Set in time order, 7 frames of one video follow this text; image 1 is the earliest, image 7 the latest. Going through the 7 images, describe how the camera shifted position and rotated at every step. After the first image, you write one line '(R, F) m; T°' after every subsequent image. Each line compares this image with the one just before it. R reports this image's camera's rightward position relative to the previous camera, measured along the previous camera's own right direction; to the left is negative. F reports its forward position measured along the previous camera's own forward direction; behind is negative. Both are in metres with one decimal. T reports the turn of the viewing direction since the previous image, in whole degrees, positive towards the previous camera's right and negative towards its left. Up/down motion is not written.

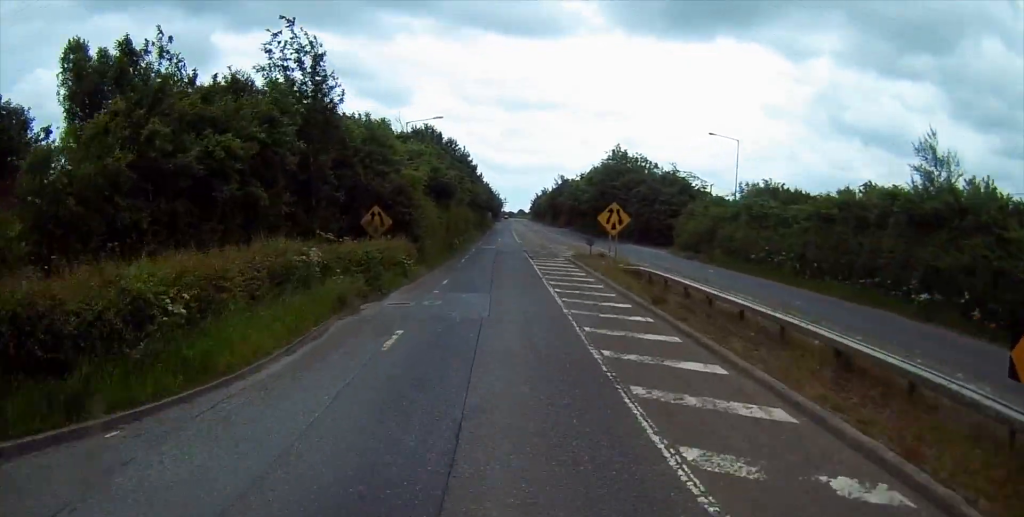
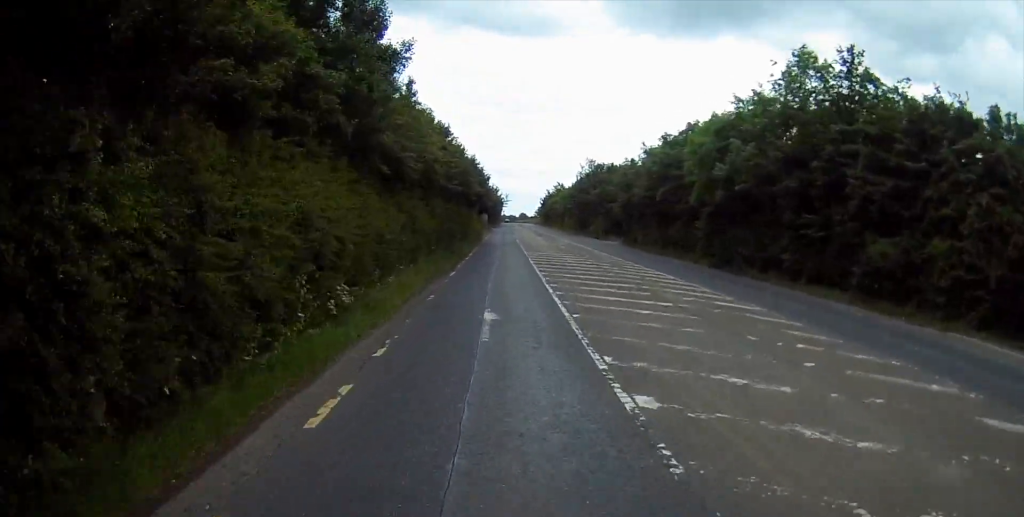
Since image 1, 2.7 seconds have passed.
(+0.5, +59.6) m; 0°
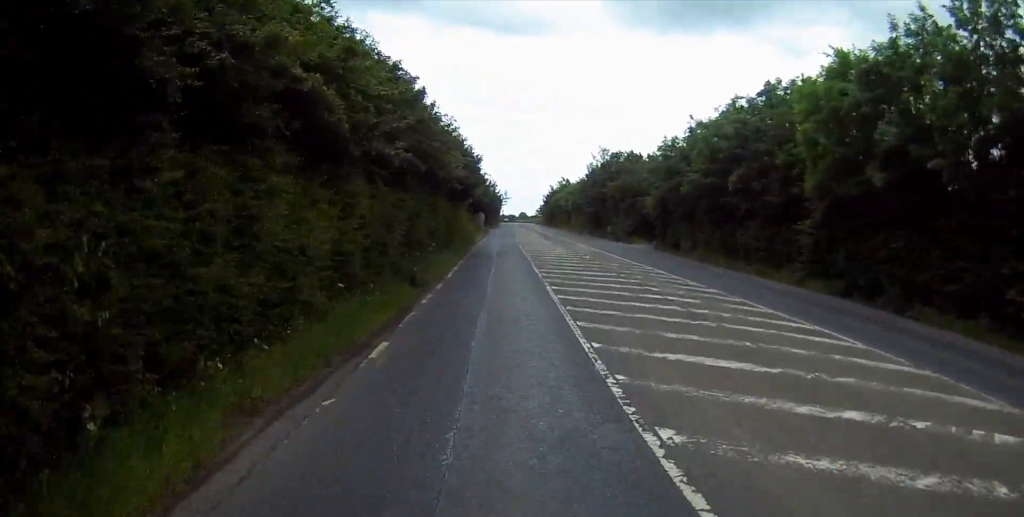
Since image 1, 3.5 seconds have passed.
(-0.1, +17.7) m; 0°
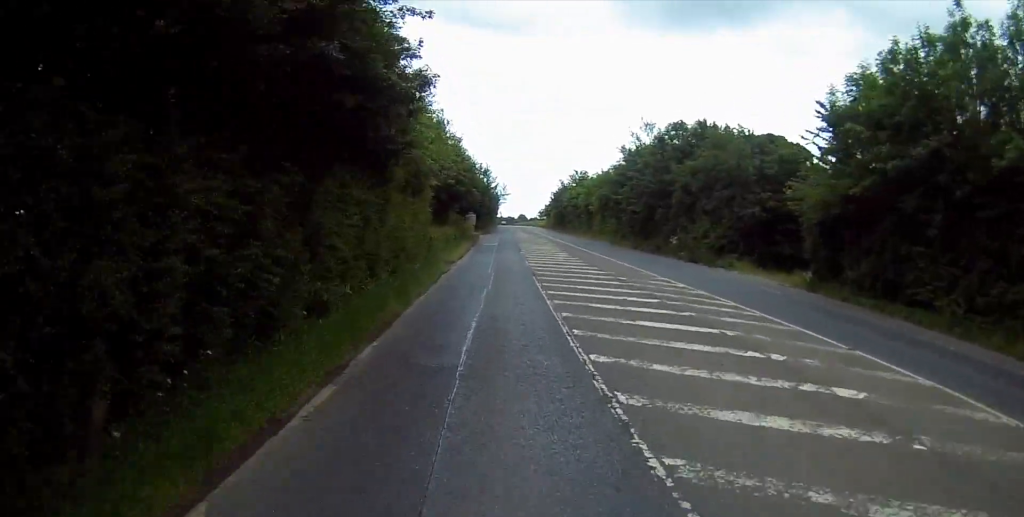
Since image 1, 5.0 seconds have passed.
(+0.5, +33.2) m; +1°
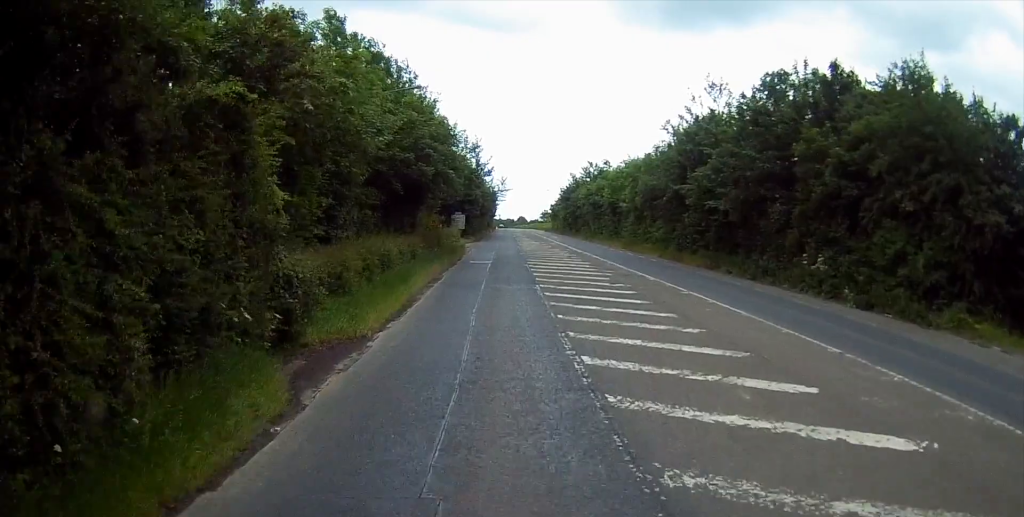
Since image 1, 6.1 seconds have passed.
(-0.2, +24.3) m; -1°
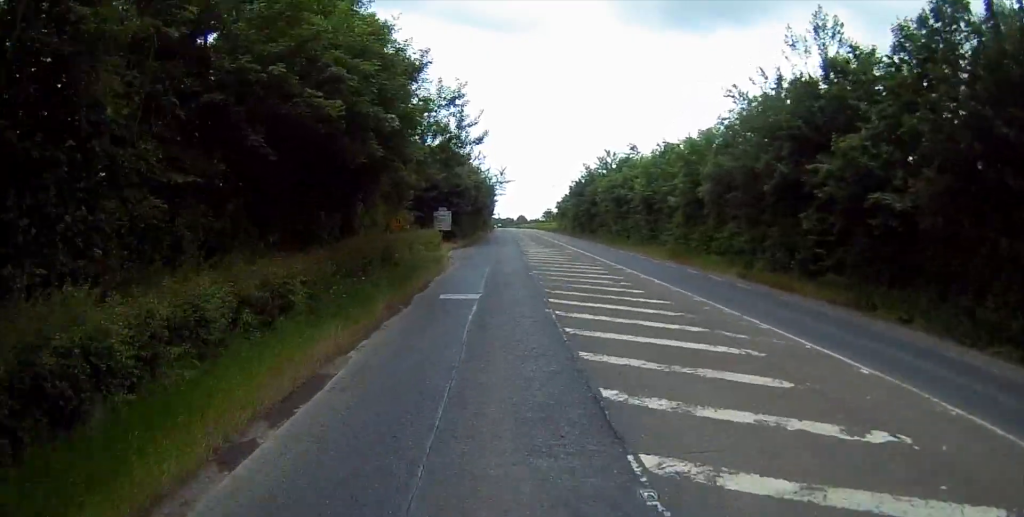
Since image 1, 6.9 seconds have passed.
(0.0, +18.4) m; 0°
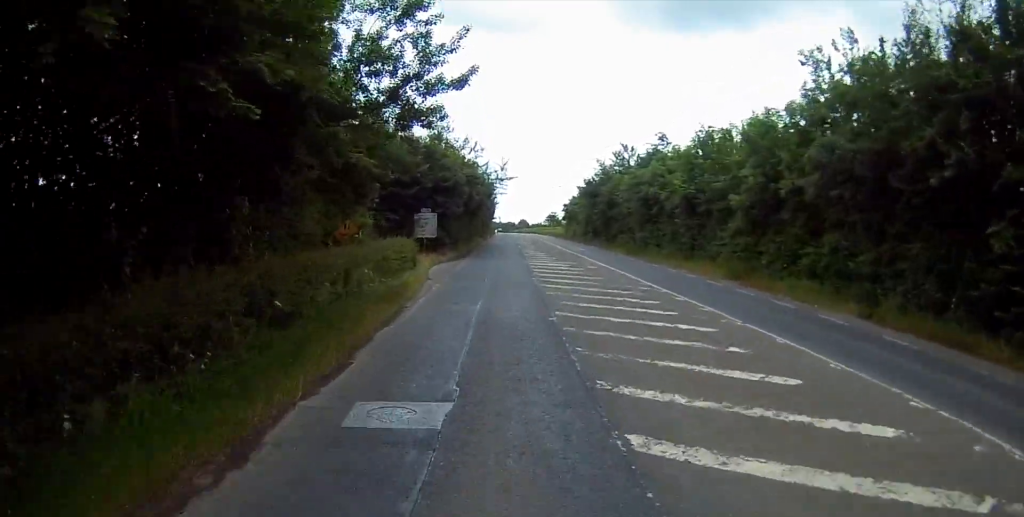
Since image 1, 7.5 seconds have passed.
(0.0, +12.5) m; 0°
